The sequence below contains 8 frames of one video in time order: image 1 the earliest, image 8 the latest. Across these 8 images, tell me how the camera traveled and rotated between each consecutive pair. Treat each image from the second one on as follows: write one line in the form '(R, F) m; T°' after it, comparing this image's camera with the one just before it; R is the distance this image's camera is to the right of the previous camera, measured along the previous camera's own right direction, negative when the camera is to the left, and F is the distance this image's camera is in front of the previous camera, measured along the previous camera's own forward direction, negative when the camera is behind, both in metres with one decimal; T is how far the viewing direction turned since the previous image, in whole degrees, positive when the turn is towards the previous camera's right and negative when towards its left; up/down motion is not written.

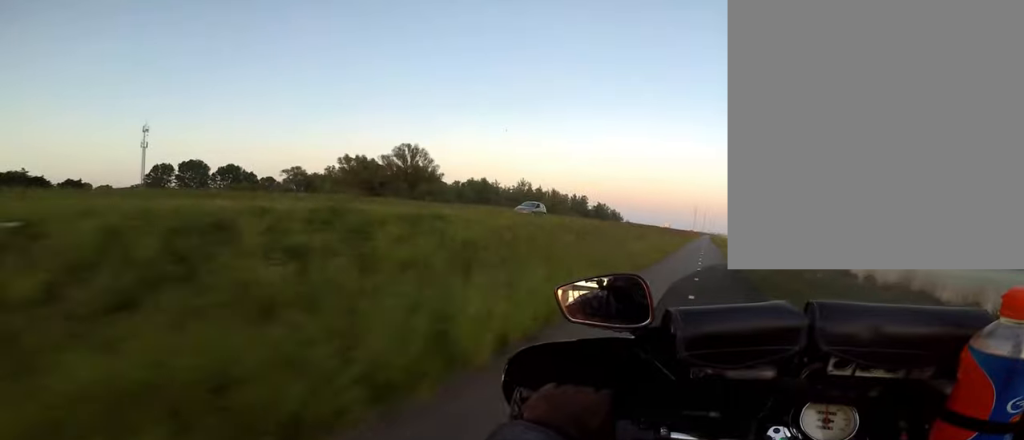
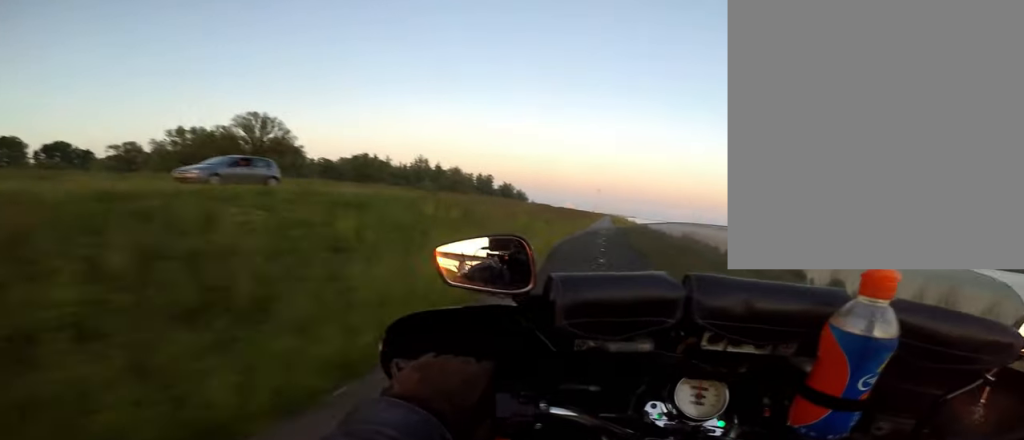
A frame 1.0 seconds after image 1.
(-0.7, +14.3) m; 0°
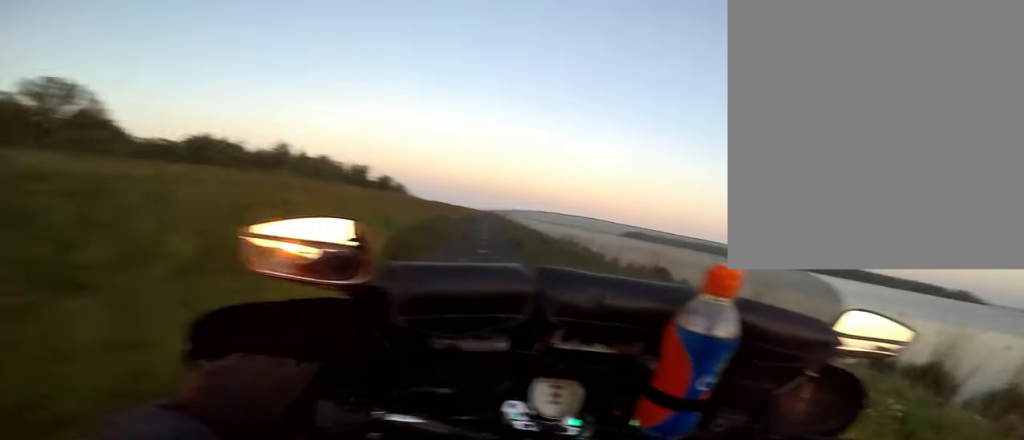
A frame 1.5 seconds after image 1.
(-0.4, +7.4) m; +3°
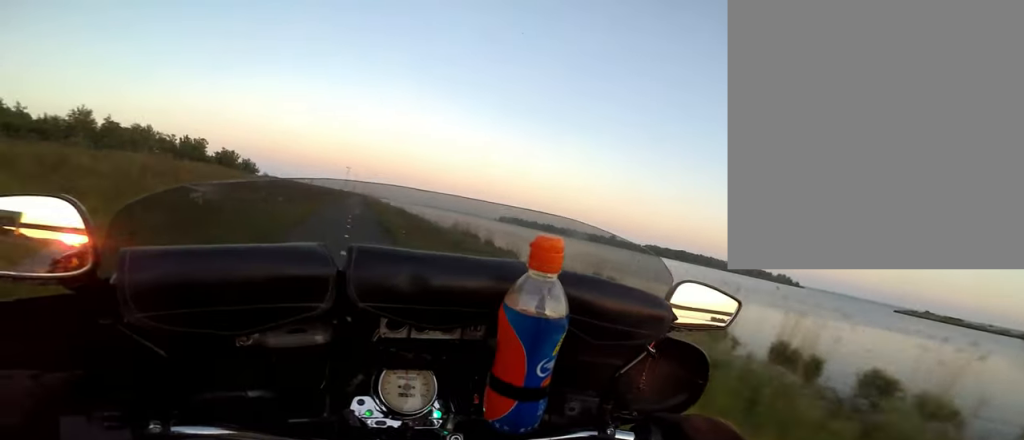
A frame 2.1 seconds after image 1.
(+1.0, +9.5) m; +1°
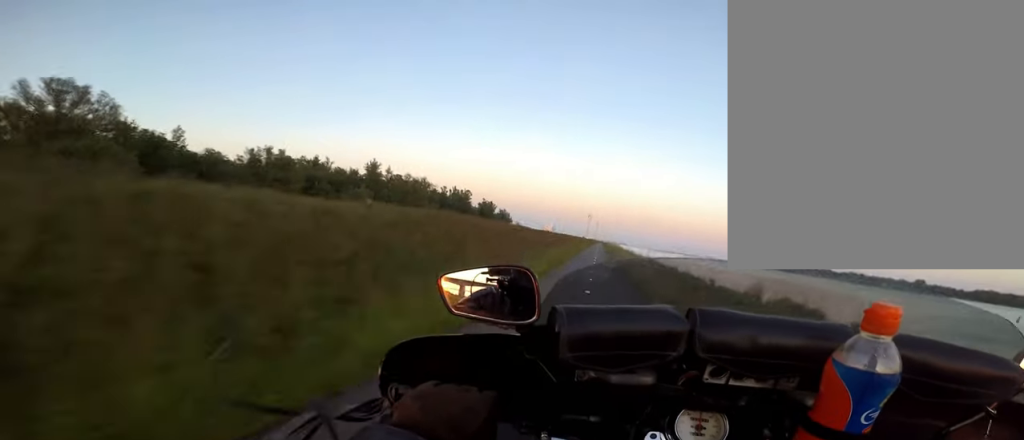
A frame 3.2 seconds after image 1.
(-0.1, +16.9) m; -2°
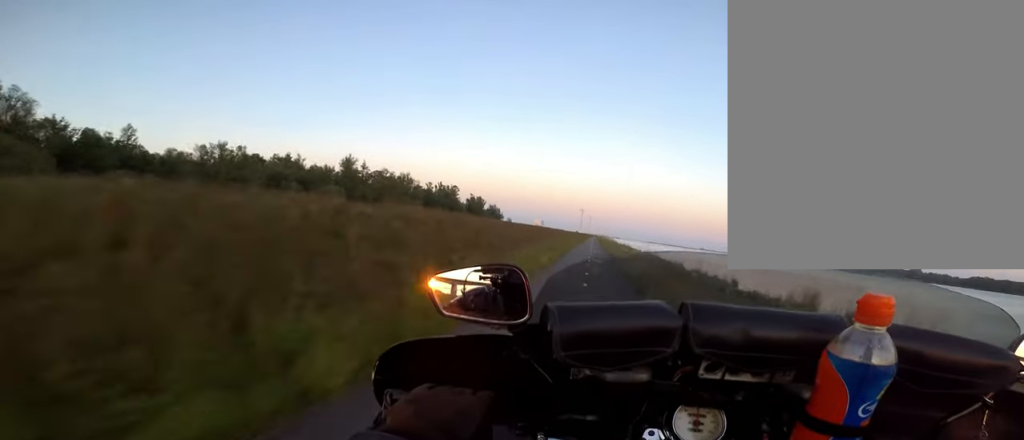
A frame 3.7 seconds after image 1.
(-0.2, +8.6) m; -1°
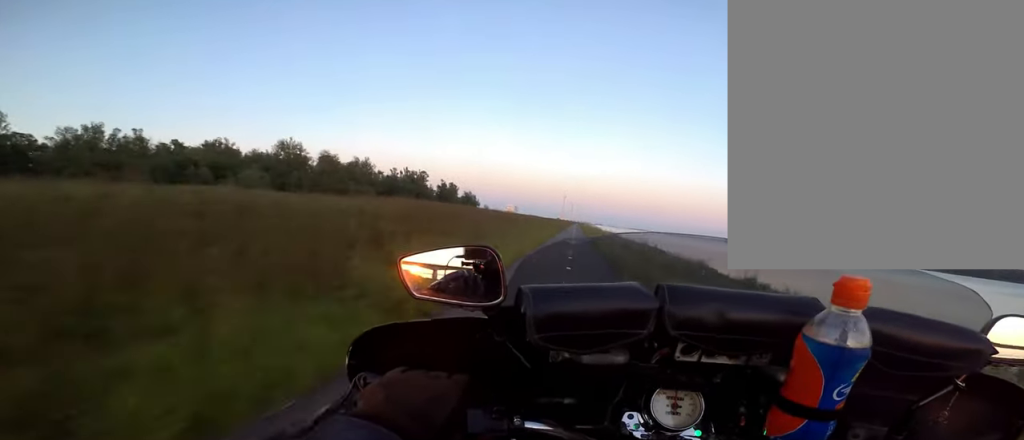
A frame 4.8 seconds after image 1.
(0.0, +17.9) m; -1°
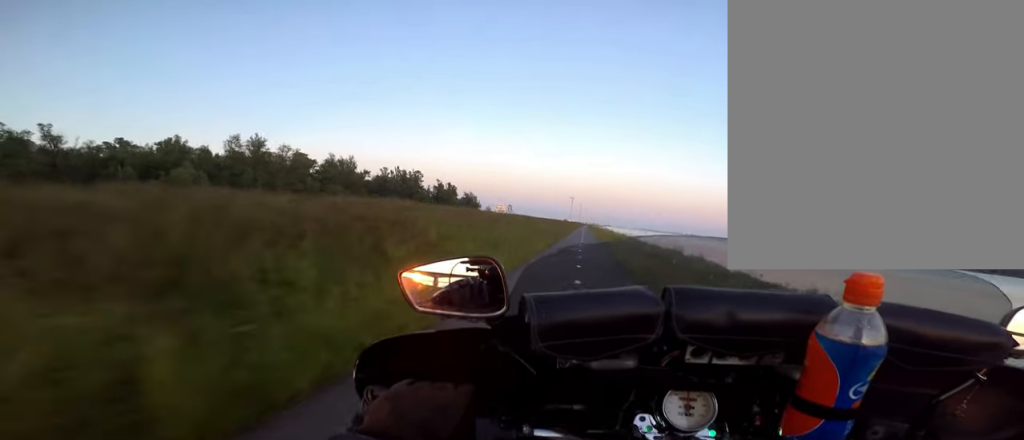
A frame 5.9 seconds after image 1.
(-0.5, +16.6) m; 0°
